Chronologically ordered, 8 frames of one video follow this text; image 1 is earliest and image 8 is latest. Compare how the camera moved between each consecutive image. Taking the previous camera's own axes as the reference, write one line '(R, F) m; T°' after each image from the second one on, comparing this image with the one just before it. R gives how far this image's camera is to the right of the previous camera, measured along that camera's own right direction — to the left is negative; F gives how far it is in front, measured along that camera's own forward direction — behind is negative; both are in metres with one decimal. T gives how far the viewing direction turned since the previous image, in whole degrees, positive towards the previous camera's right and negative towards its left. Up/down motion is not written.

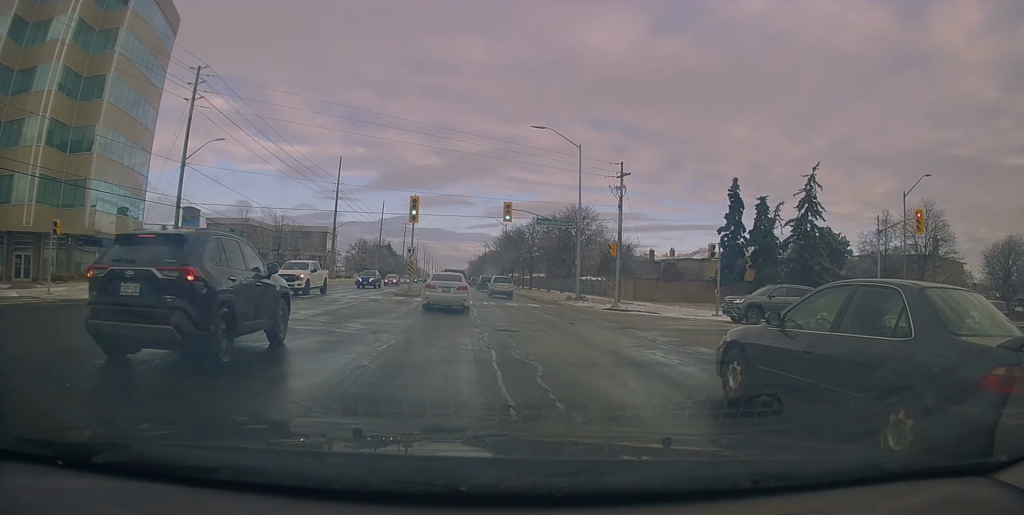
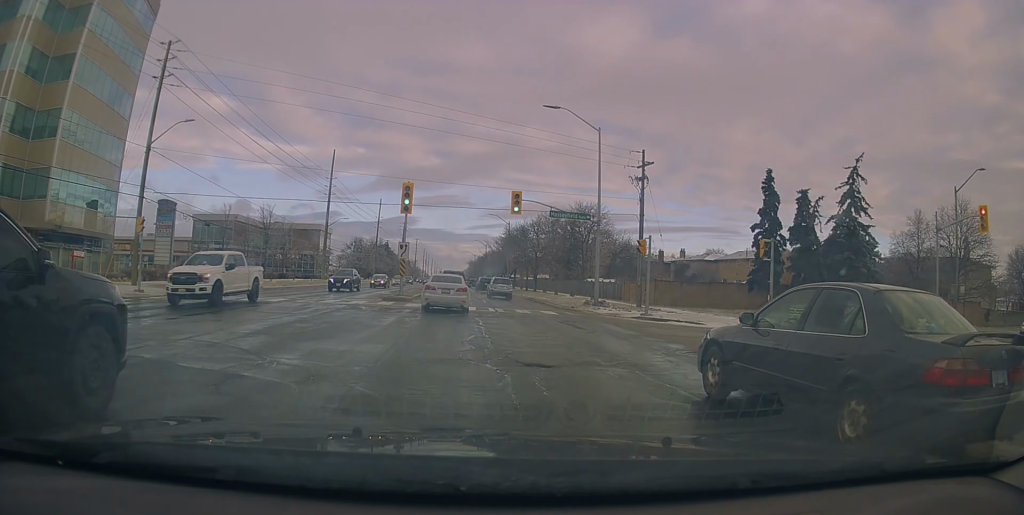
(0.0, +5.9) m; -2°
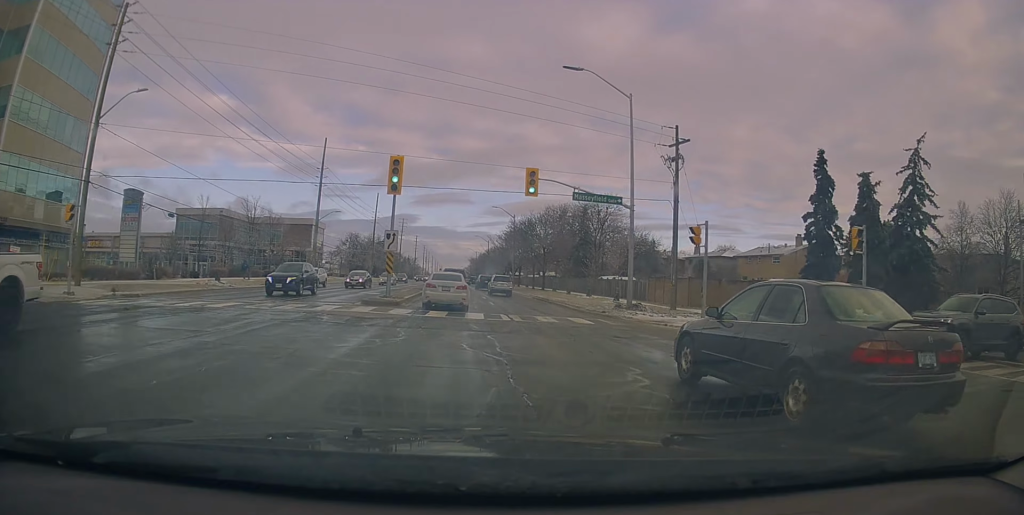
(-0.2, +6.9) m; 0°
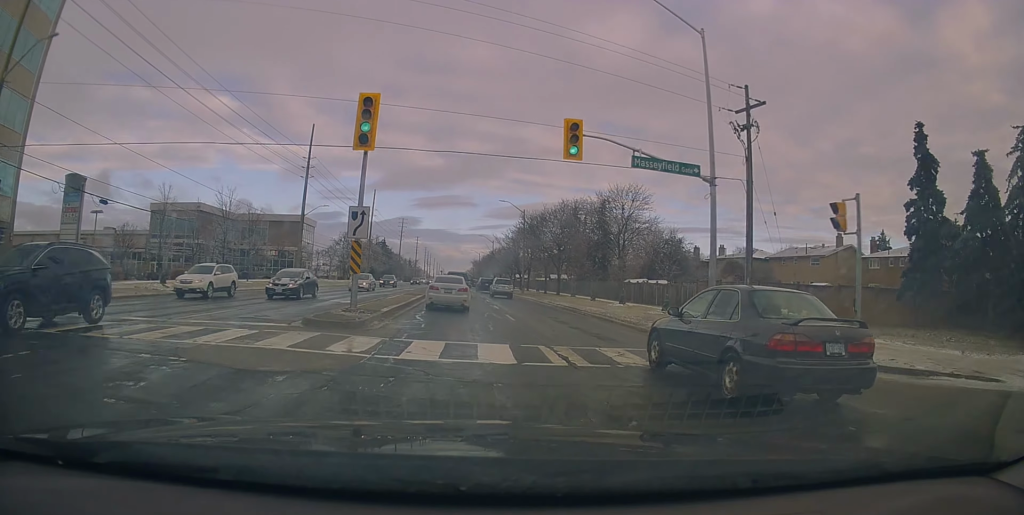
(-0.2, +9.5) m; +1°
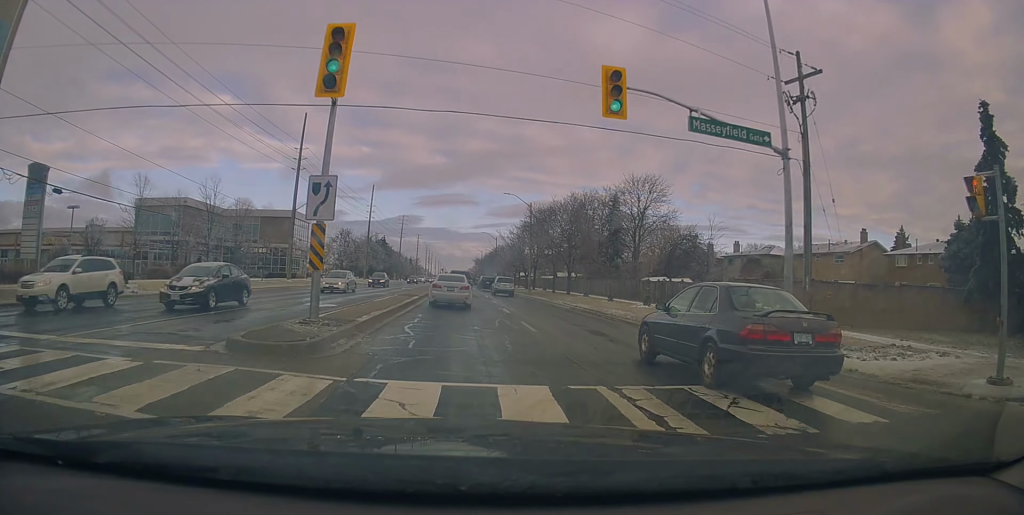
(+0.2, +4.7) m; +1°
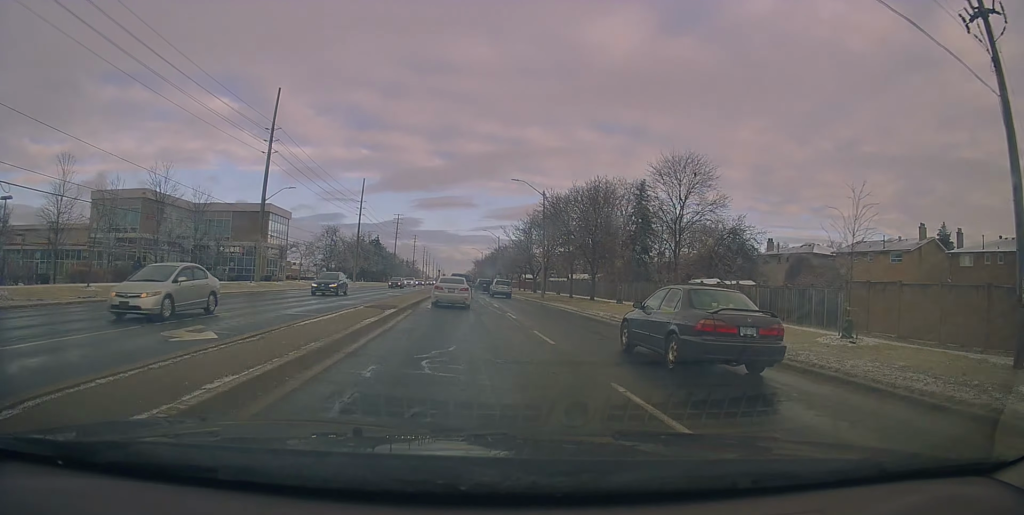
(+0.1, +10.5) m; 0°
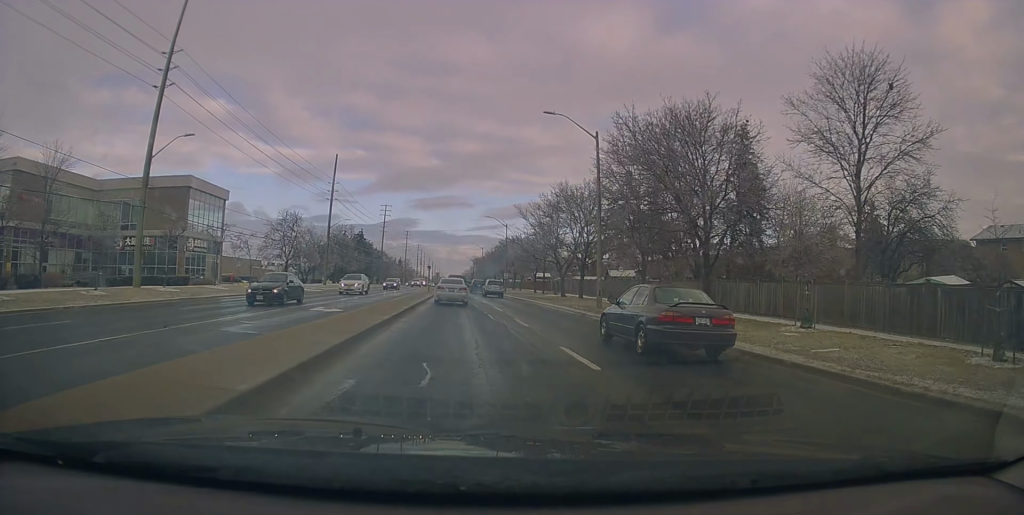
(-0.4, +20.4) m; -2°
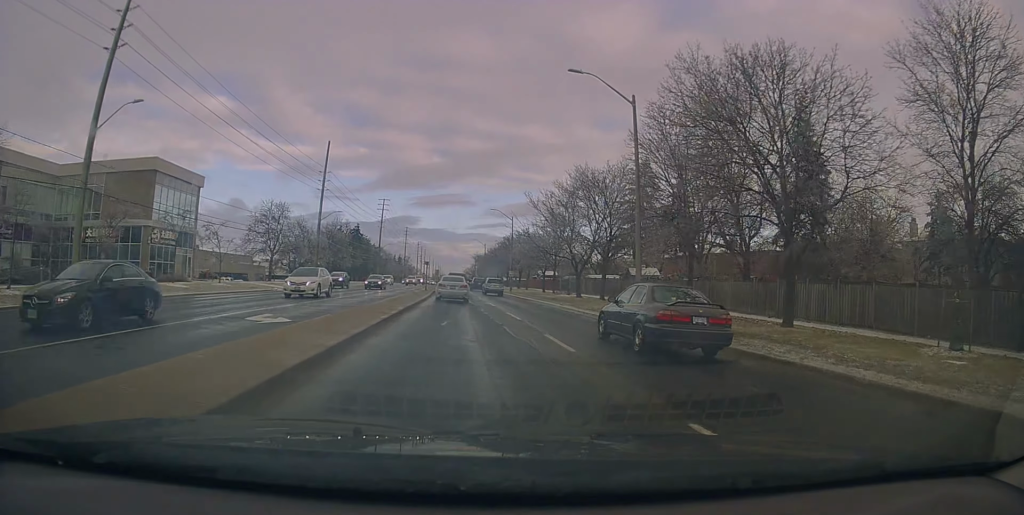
(-0.1, +6.5) m; 0°
